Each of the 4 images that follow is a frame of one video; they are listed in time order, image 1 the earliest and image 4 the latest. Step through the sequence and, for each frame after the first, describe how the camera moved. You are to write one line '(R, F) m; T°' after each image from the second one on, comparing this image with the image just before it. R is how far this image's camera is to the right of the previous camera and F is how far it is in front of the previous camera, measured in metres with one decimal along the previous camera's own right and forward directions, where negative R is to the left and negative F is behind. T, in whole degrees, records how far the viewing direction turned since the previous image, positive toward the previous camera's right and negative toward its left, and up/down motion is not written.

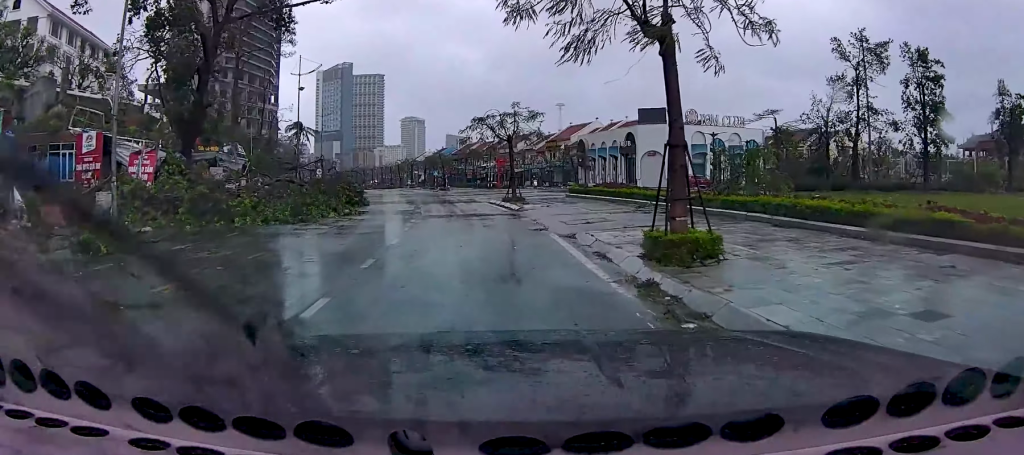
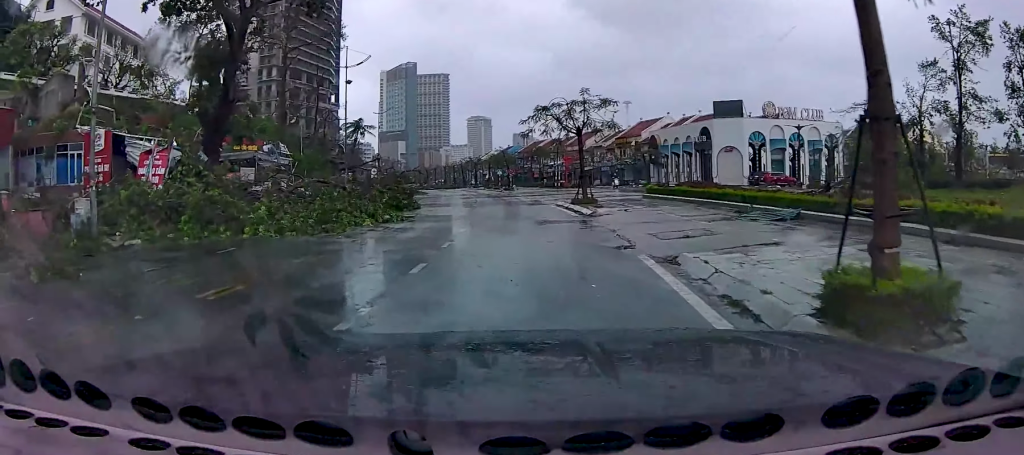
(0.0, +4.8) m; -7°
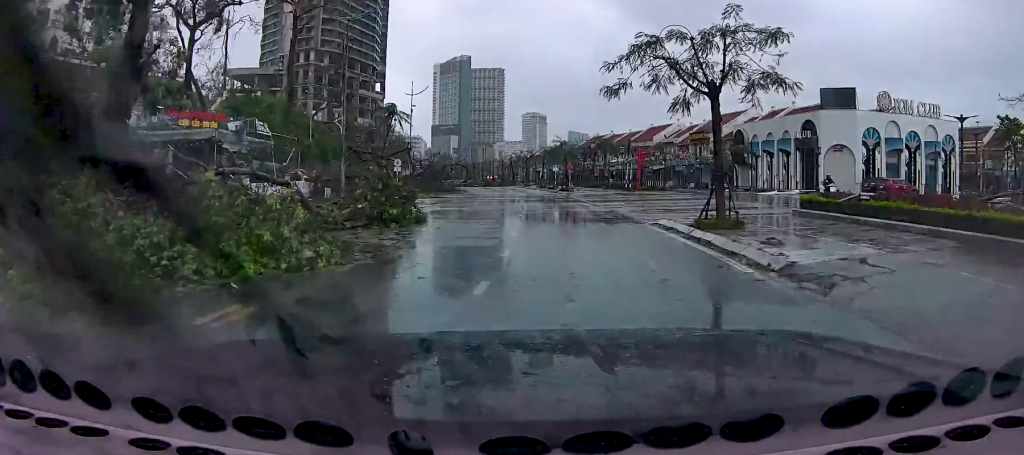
(-2.8, +13.5) m; -9°
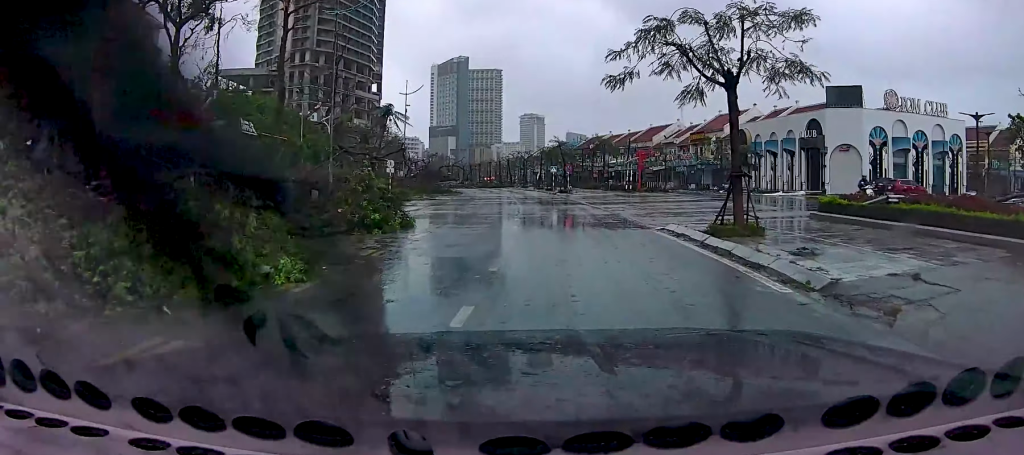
(0.0, +1.7) m; +3°
